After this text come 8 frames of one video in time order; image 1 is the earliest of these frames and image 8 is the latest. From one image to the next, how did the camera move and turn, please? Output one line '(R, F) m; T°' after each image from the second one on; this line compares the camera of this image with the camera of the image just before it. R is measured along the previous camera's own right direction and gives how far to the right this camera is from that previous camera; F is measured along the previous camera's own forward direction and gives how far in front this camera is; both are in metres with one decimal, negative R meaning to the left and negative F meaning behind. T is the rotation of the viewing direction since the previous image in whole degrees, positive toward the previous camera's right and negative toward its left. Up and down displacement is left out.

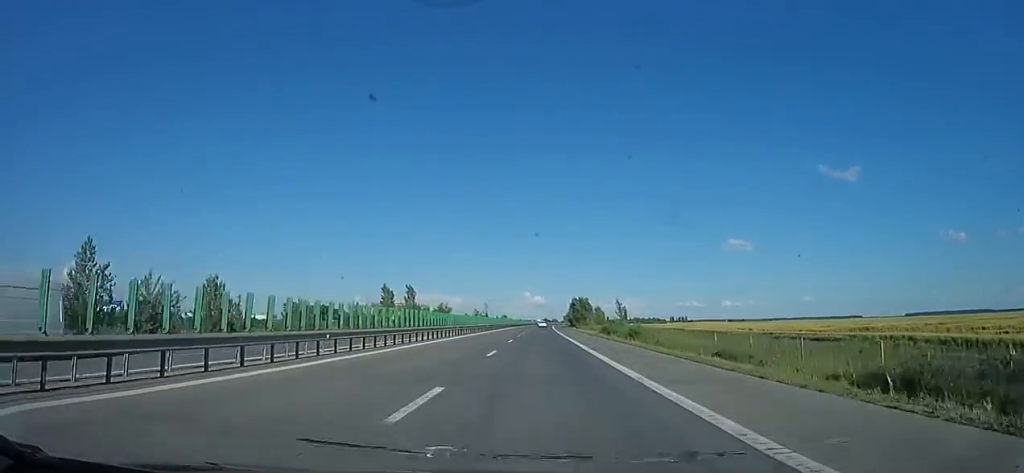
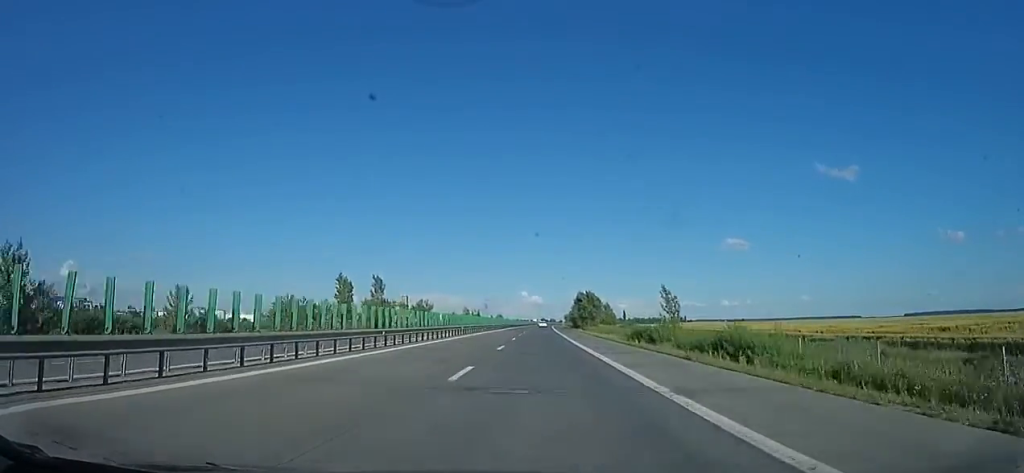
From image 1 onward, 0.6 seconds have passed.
(-0.1, +20.0) m; 0°
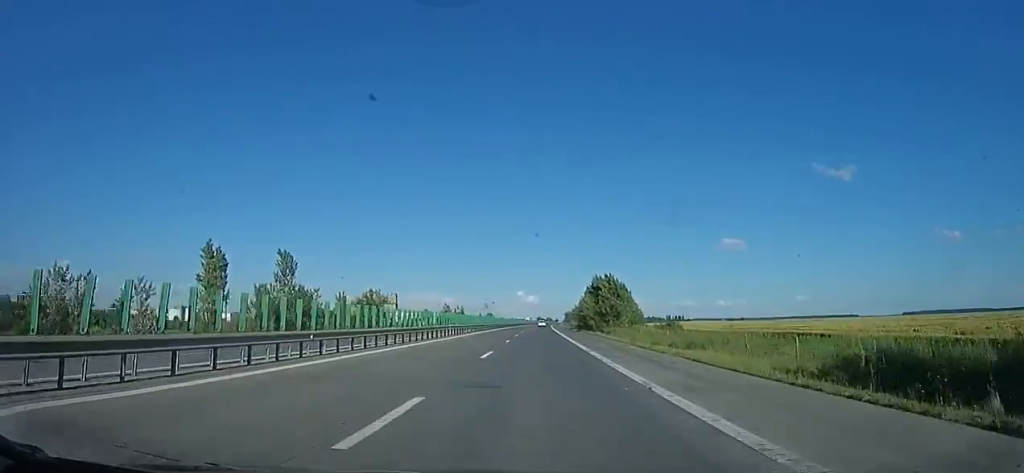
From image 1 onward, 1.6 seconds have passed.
(0.0, +29.5) m; +1°
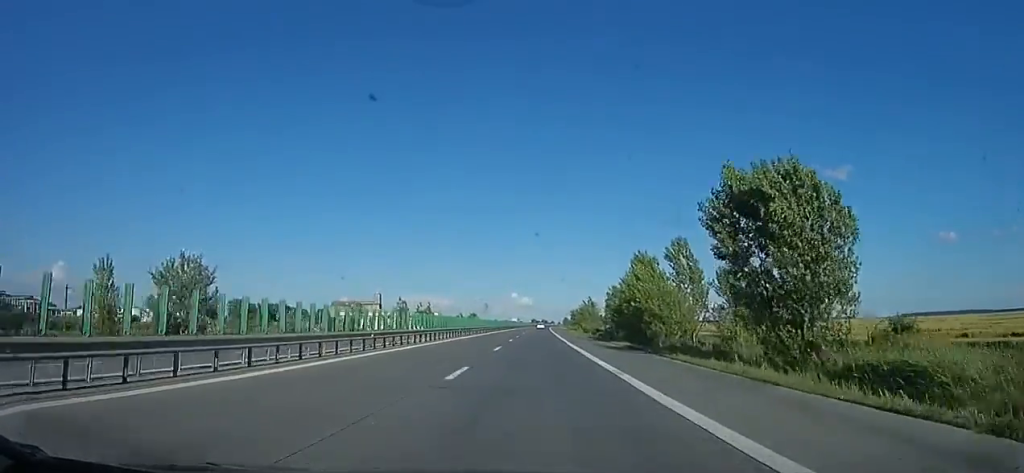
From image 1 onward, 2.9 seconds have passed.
(+0.2, +41.4) m; 0°
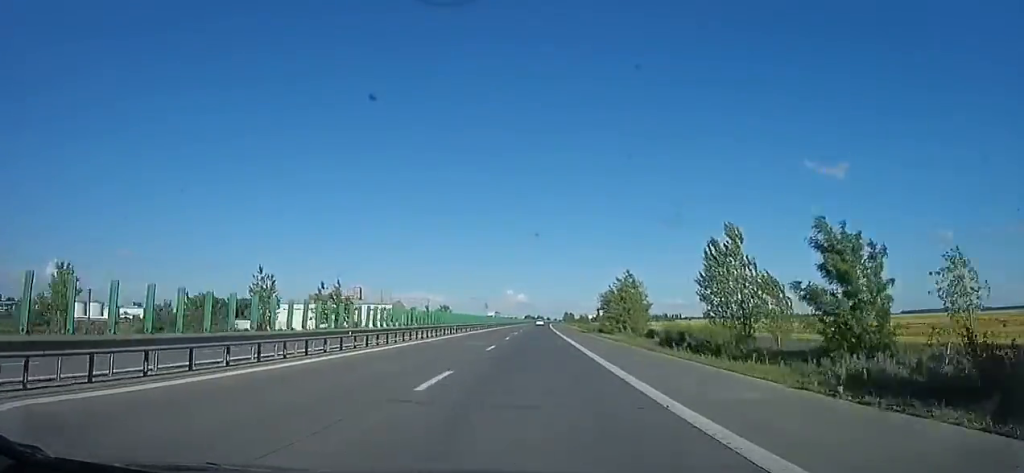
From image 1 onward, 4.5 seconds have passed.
(-0.4, +50.0) m; 0°
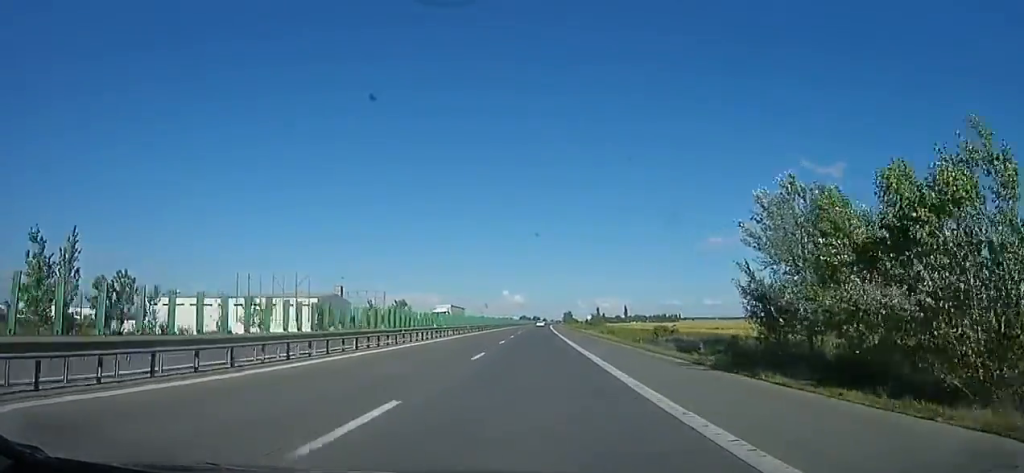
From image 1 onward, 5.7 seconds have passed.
(+0.5, +40.1) m; +3°
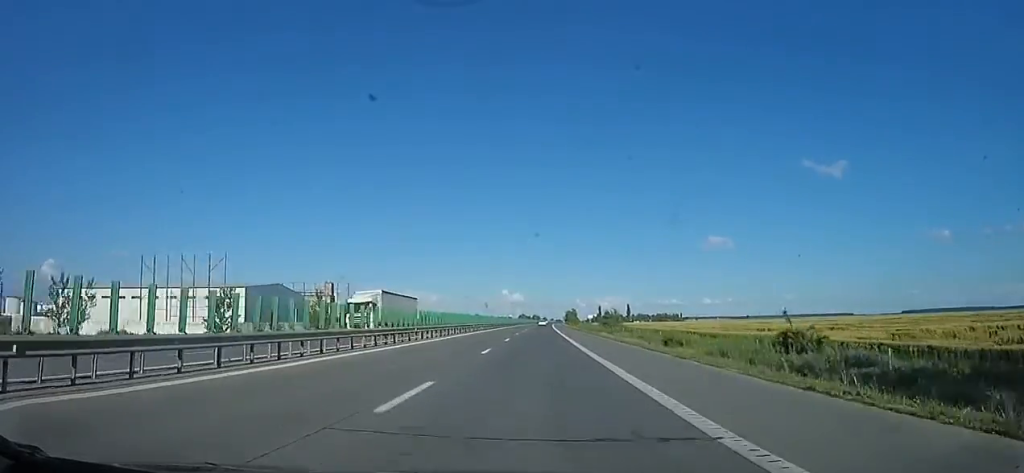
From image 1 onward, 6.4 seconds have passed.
(+0.7, +21.7) m; 0°
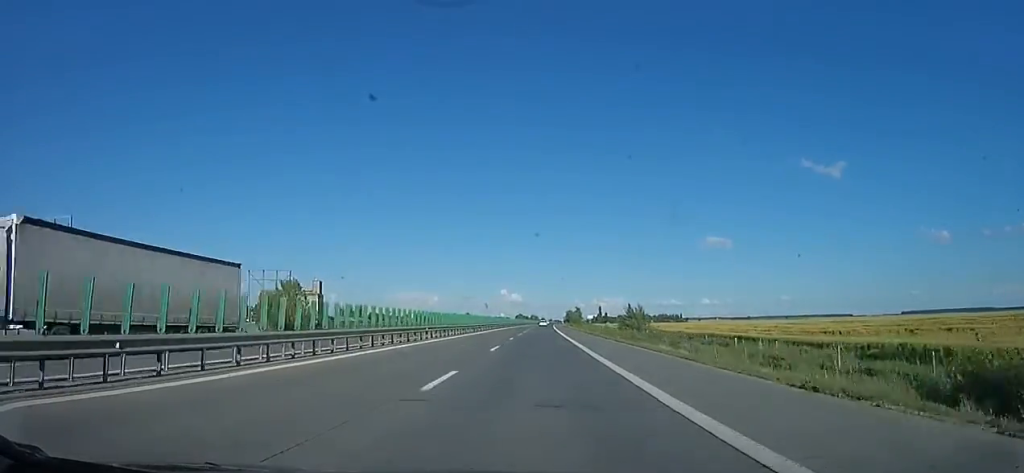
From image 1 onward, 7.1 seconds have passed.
(-0.2, +21.7) m; 0°
